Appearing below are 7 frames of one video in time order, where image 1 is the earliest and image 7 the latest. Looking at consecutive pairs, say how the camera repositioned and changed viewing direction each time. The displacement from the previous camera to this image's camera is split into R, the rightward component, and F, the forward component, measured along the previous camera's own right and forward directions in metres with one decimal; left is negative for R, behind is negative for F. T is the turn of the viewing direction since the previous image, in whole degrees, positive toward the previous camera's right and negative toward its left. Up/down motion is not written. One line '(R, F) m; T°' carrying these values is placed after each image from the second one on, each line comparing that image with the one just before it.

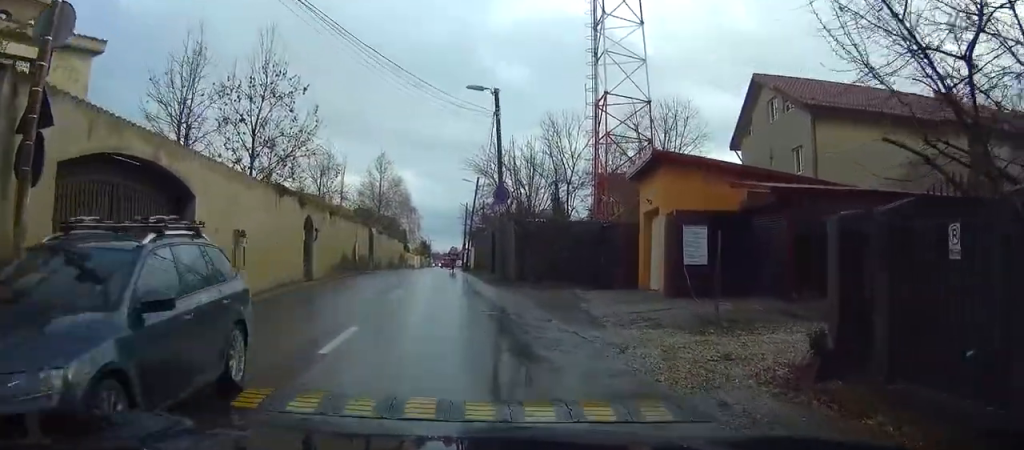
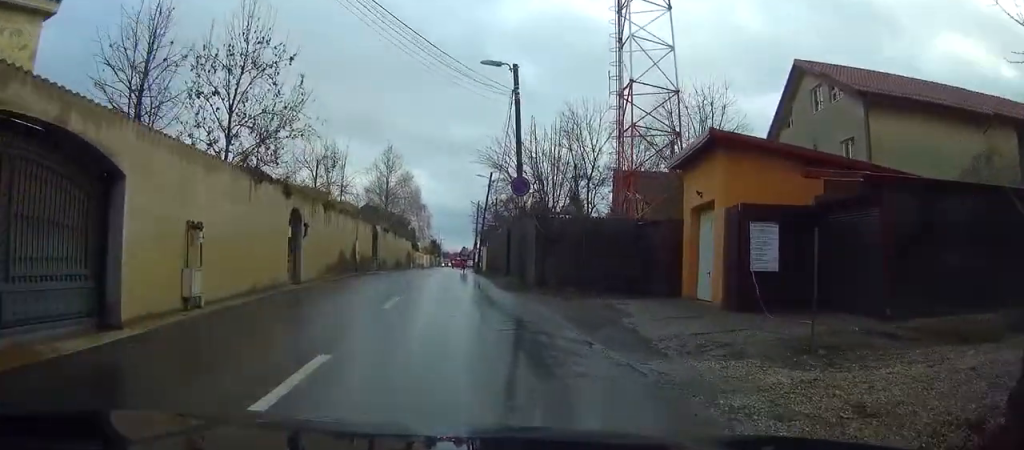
(0.0, +4.0) m; -3°
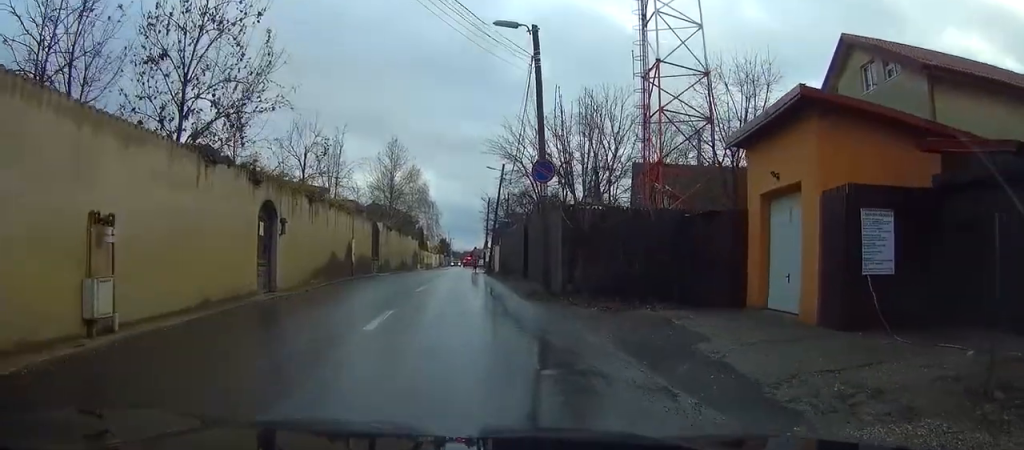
(-0.2, +4.2) m; -7°
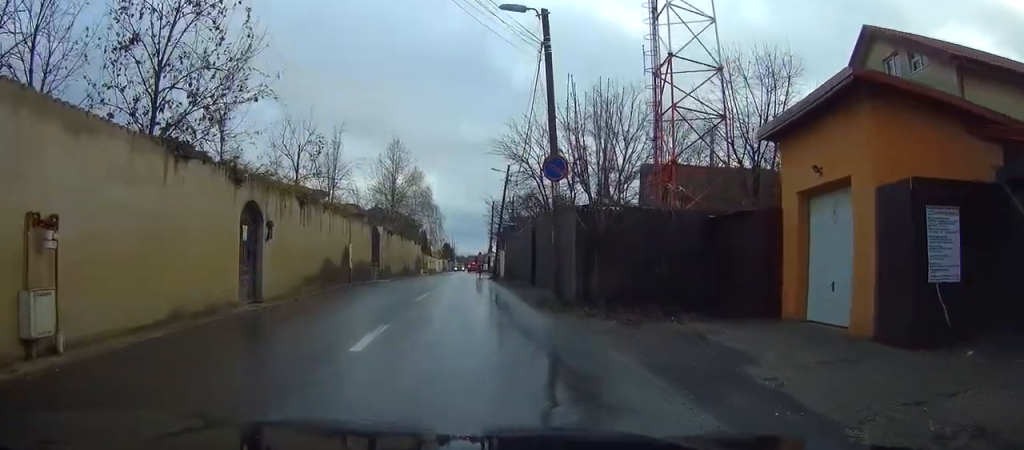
(-0.1, +1.7) m; -1°
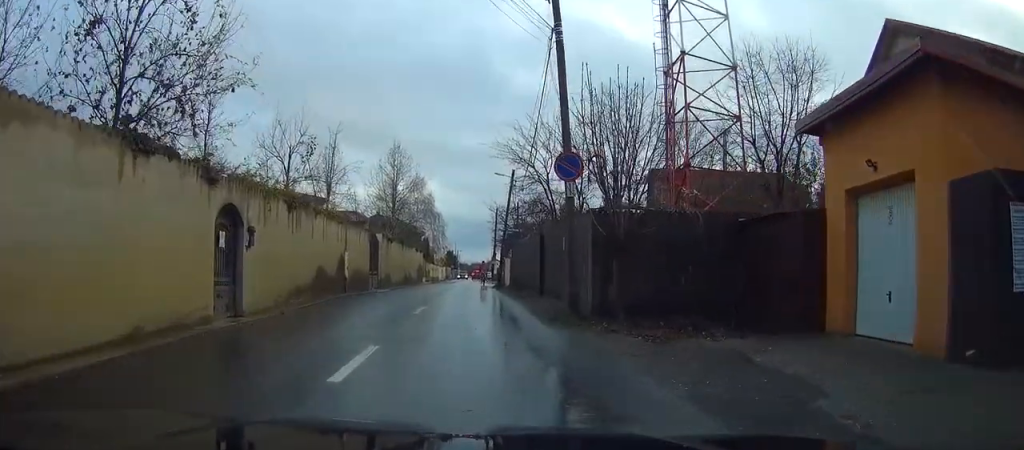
(-0.2, +1.7) m; 0°
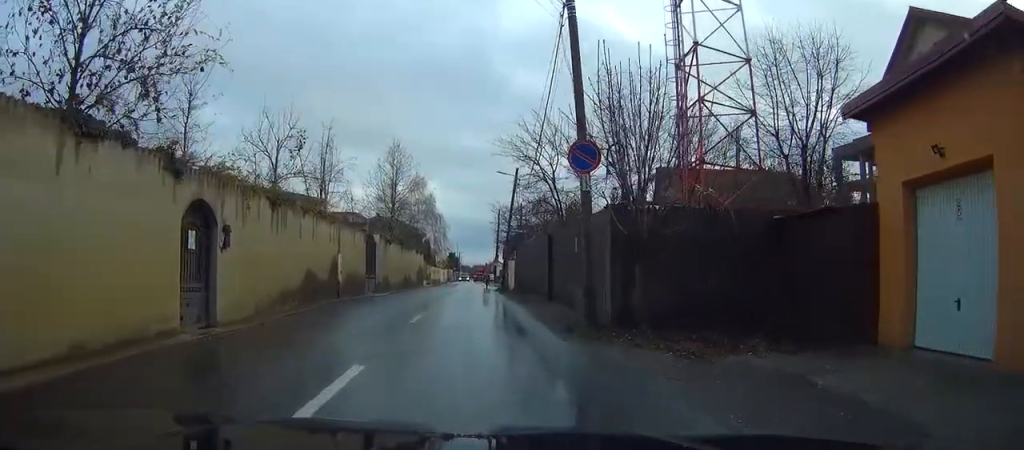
(0.0, +1.6) m; +2°
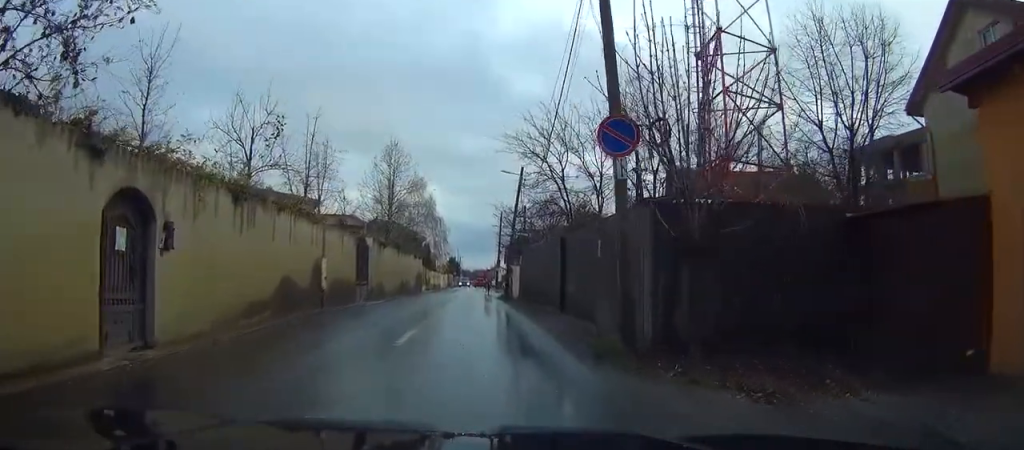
(+0.1, +2.4) m; +6°
